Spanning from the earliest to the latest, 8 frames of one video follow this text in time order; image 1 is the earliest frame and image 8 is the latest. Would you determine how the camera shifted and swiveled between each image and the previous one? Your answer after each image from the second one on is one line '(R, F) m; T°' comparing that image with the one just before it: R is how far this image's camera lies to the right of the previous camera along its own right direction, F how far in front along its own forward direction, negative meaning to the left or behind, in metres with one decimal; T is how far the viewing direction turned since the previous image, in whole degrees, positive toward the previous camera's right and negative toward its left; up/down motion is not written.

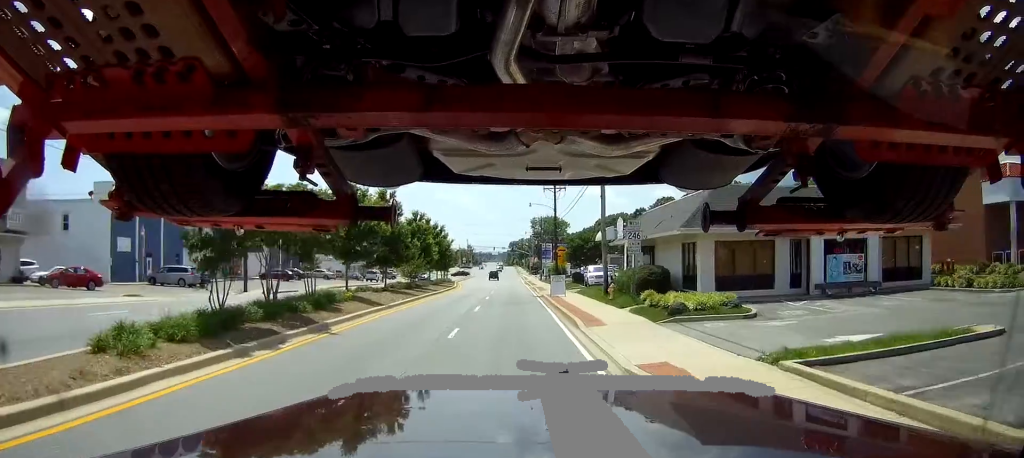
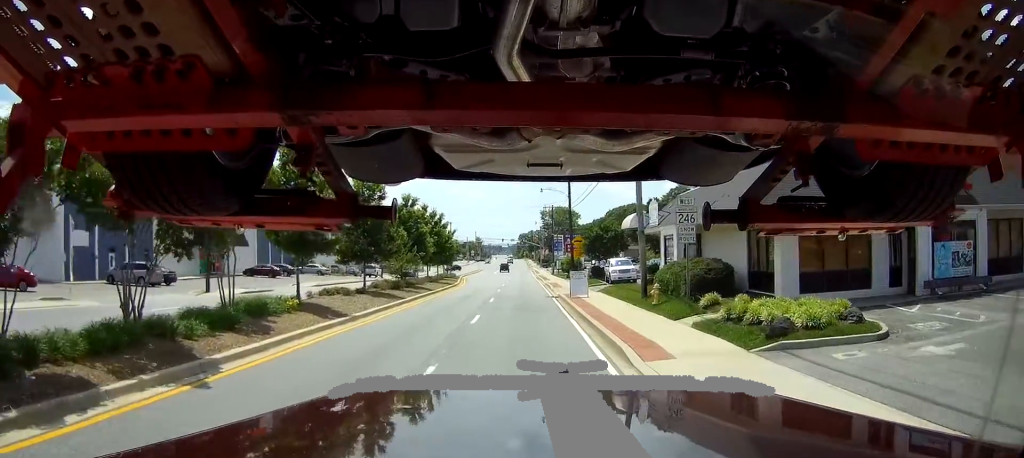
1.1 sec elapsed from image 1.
(+0.3, +9.0) m; +3°
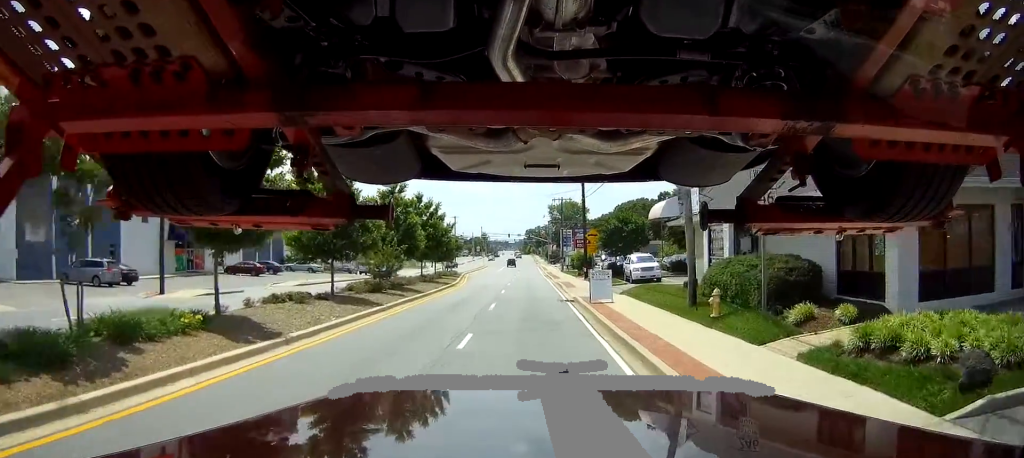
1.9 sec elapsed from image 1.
(+0.2, +7.6) m; +1°
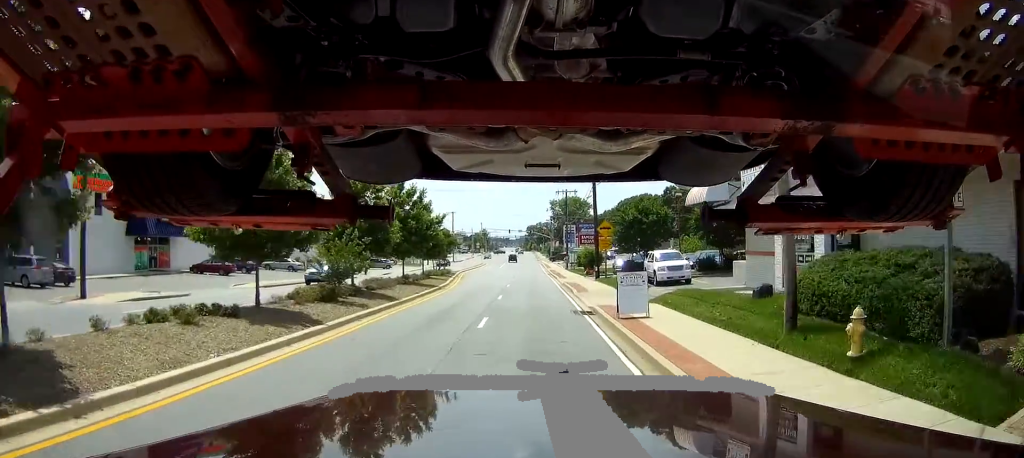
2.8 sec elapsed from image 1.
(-0.1, +8.4) m; -1°
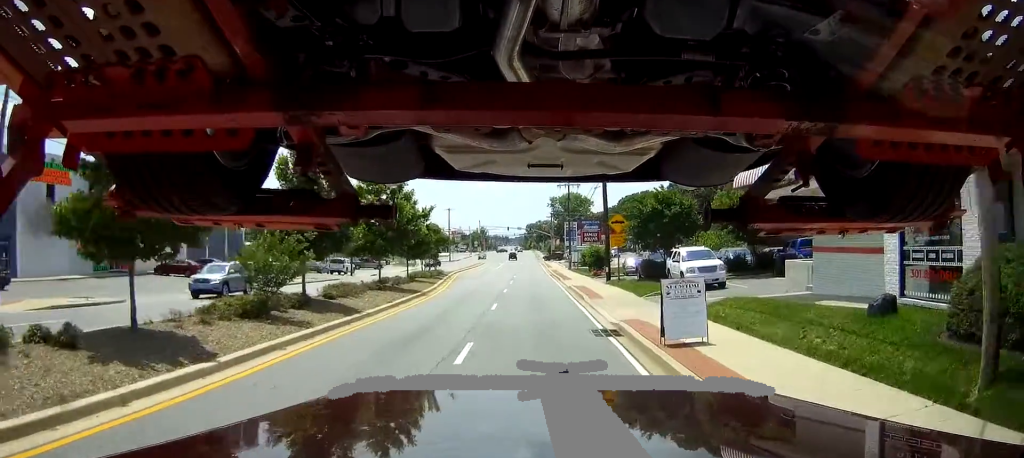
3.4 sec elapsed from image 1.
(0.0, +6.7) m; 0°
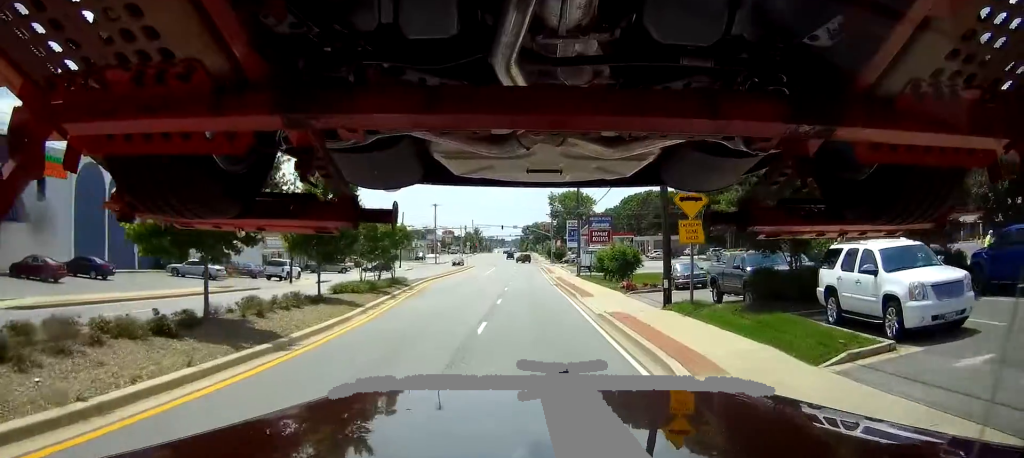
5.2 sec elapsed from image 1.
(0.0, +19.7) m; 0°
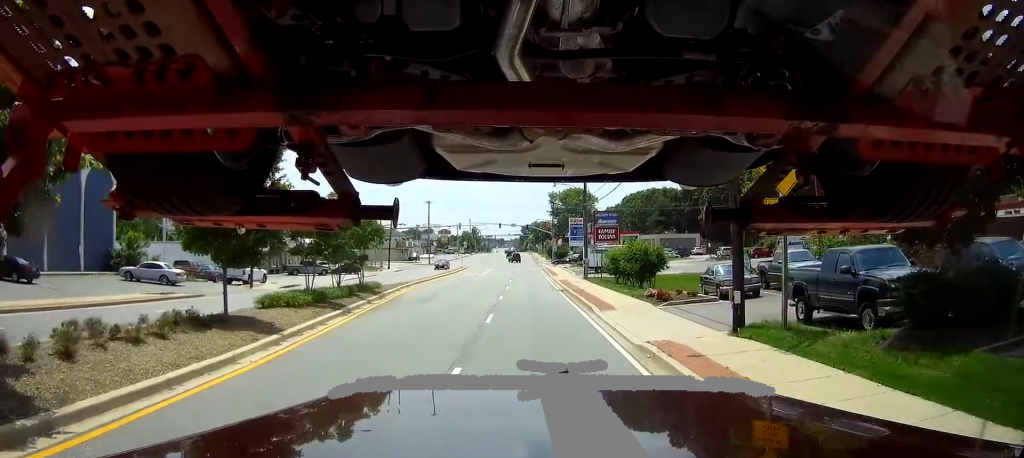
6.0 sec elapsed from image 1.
(0.0, +8.9) m; 0°
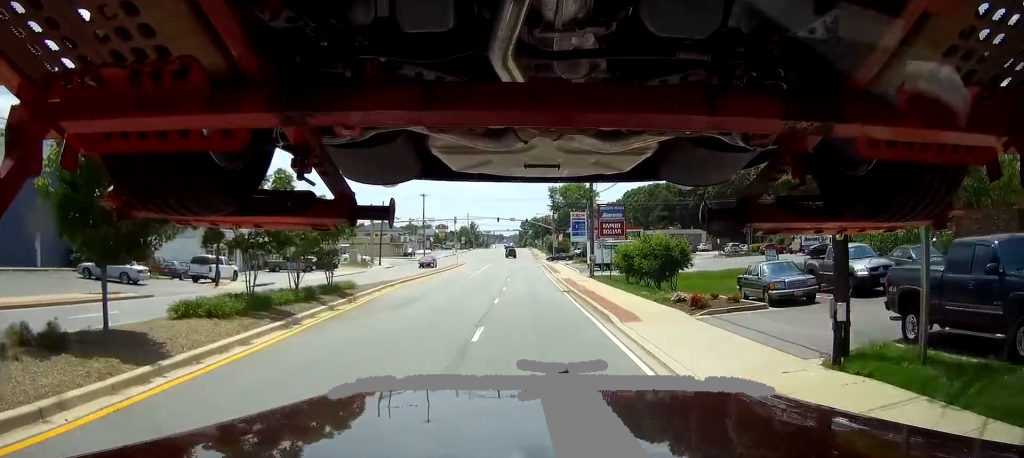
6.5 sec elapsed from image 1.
(0.0, +5.9) m; 0°
